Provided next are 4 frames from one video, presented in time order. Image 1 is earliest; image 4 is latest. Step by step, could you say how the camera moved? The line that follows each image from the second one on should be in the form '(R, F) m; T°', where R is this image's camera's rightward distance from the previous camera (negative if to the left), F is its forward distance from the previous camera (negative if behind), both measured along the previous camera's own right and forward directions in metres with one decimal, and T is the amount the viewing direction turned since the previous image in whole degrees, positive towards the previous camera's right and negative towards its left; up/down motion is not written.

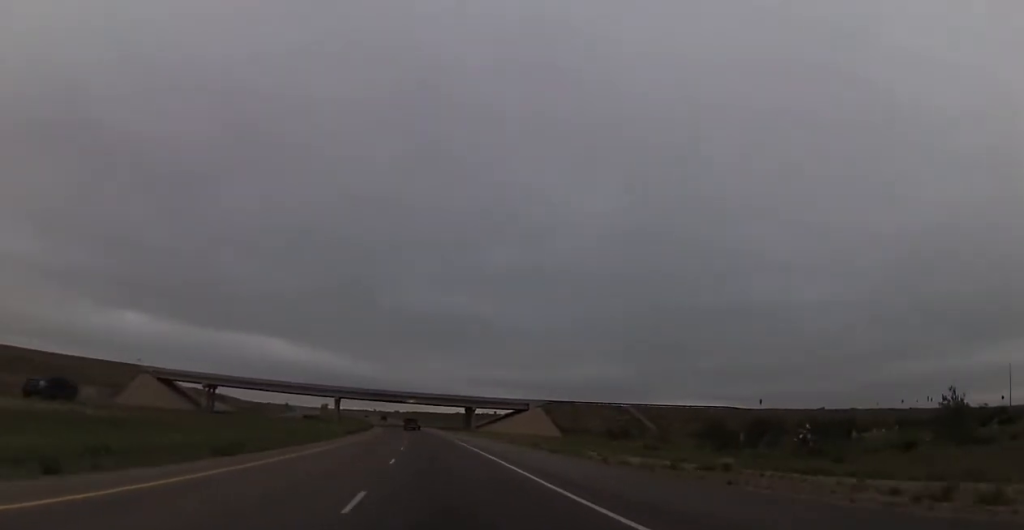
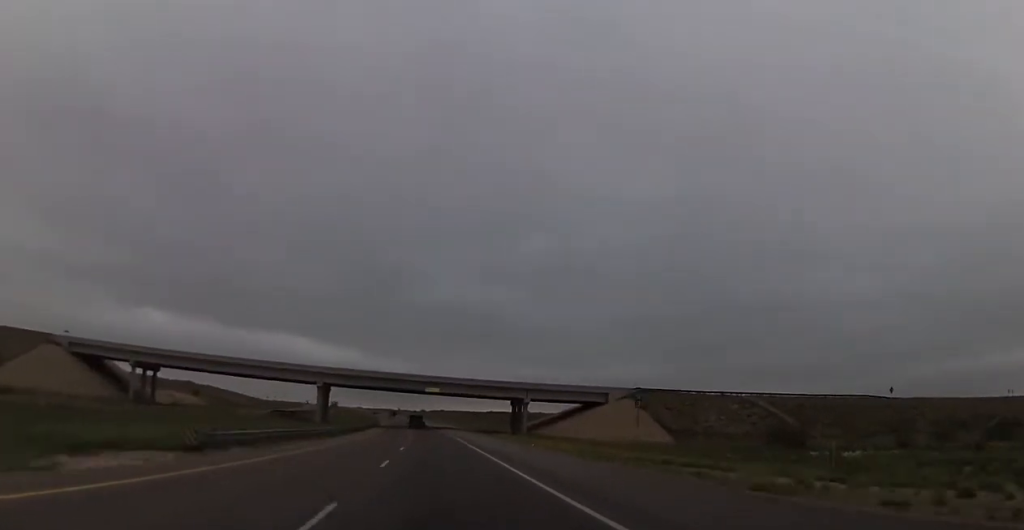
(-1.4, +50.9) m; -2°
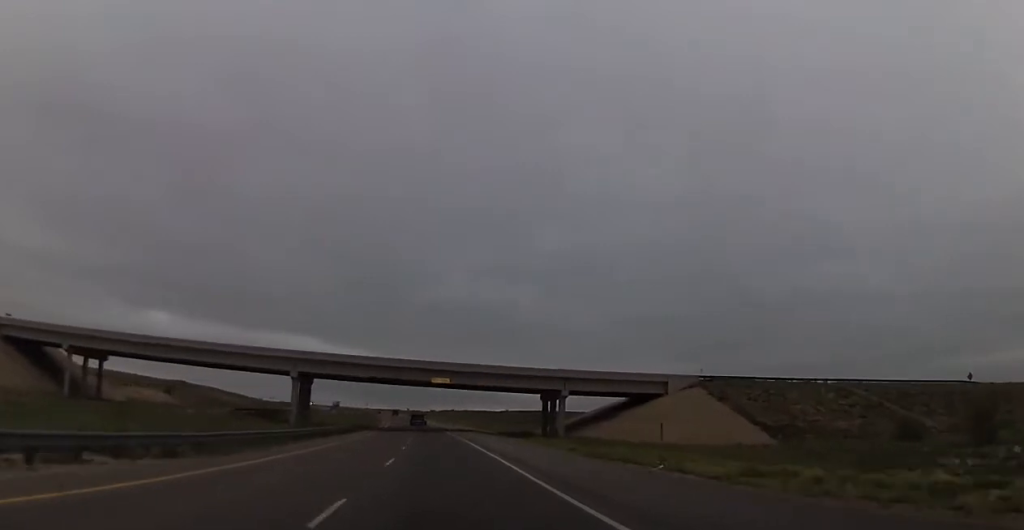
(-0.1, +23.7) m; -1°
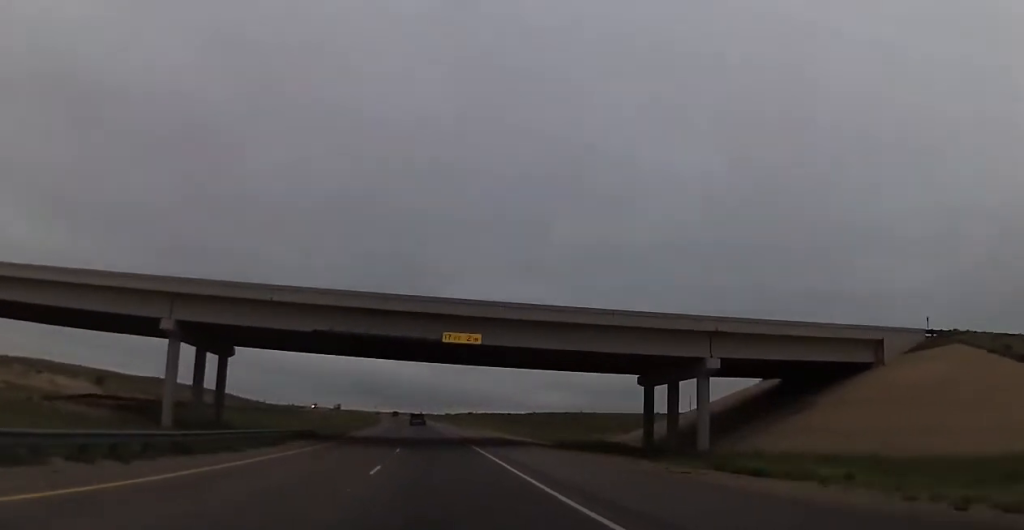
(-0.3, +40.2) m; -2°
